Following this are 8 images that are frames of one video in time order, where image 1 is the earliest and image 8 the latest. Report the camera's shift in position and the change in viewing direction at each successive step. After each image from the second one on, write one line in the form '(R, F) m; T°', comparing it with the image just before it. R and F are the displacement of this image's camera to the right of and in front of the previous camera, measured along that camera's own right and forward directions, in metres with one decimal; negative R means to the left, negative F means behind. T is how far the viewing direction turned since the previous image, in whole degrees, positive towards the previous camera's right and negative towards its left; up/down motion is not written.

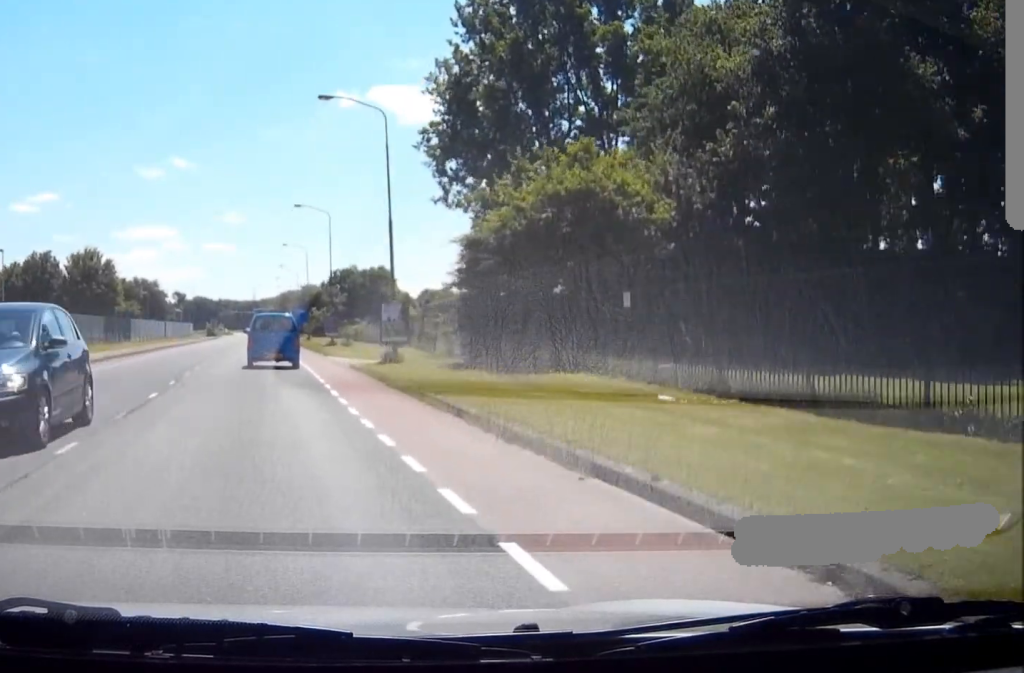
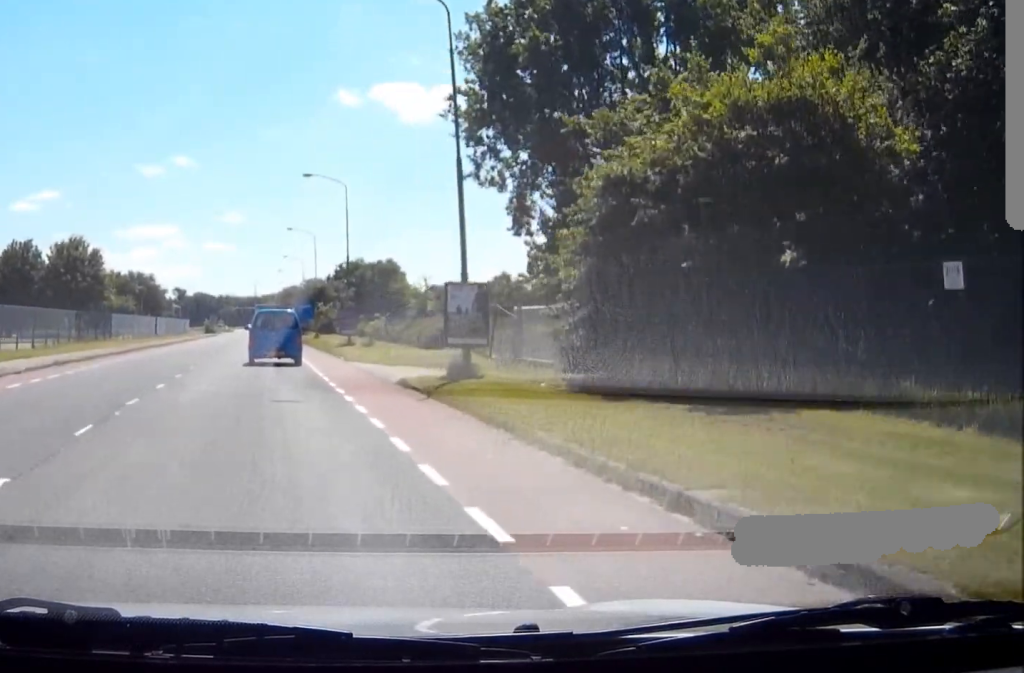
(0.0, +11.4) m; 0°
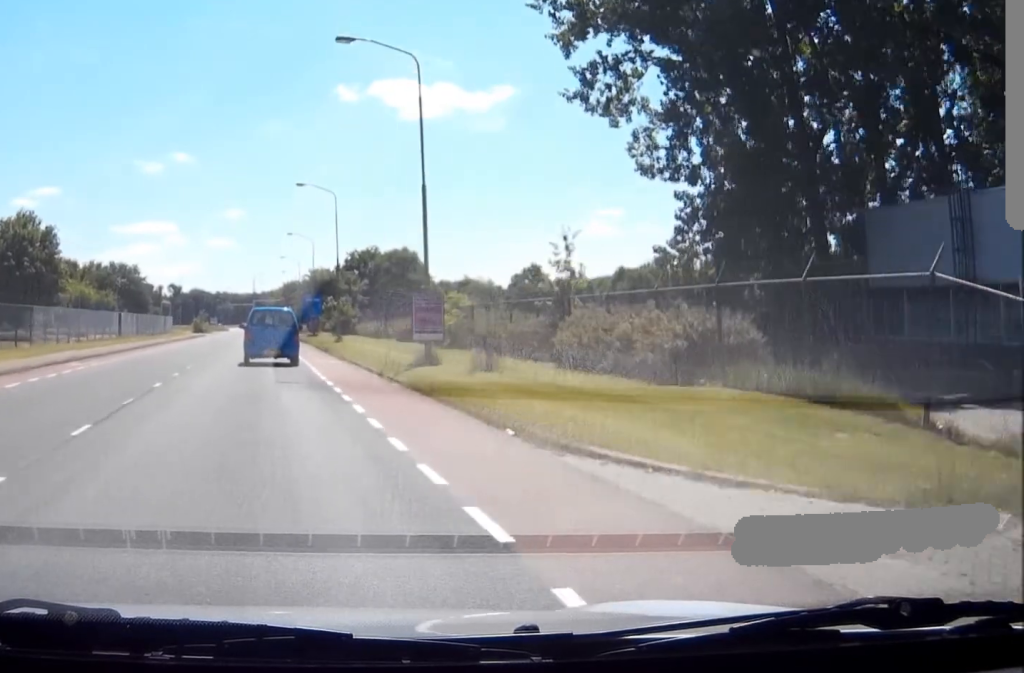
(+0.3, +24.9) m; +1°
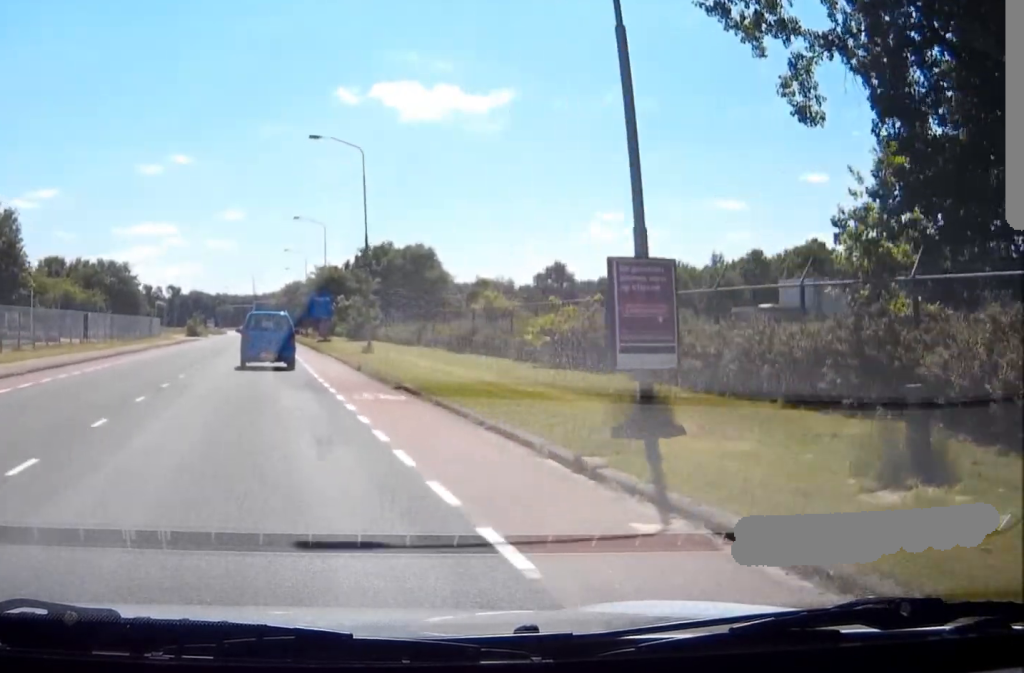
(0.0, +15.3) m; -1°
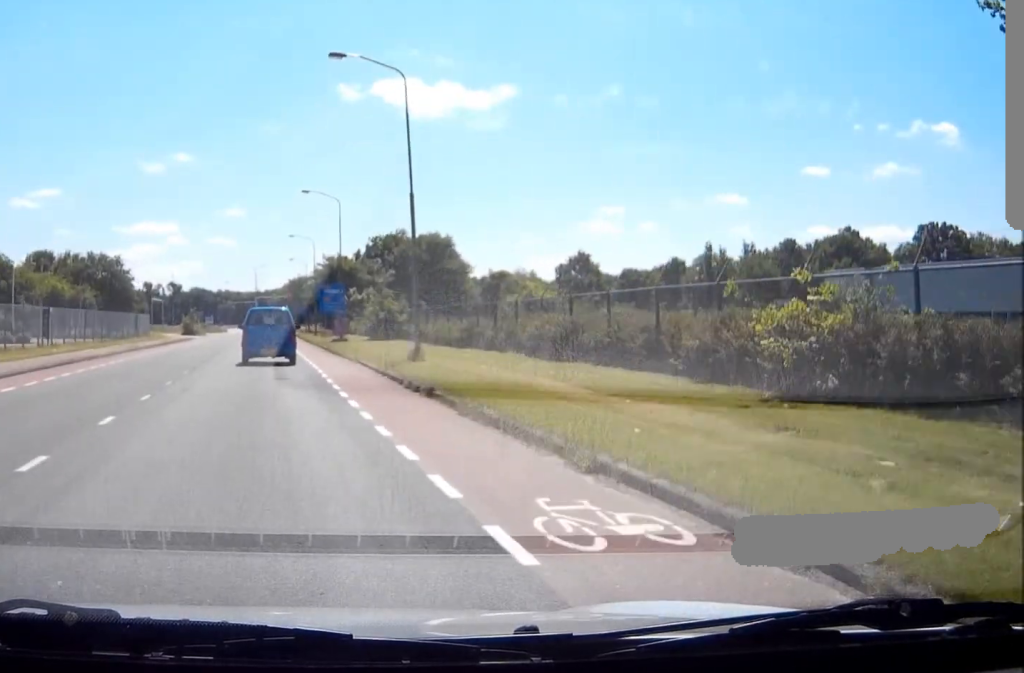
(-0.1, +12.3) m; -1°
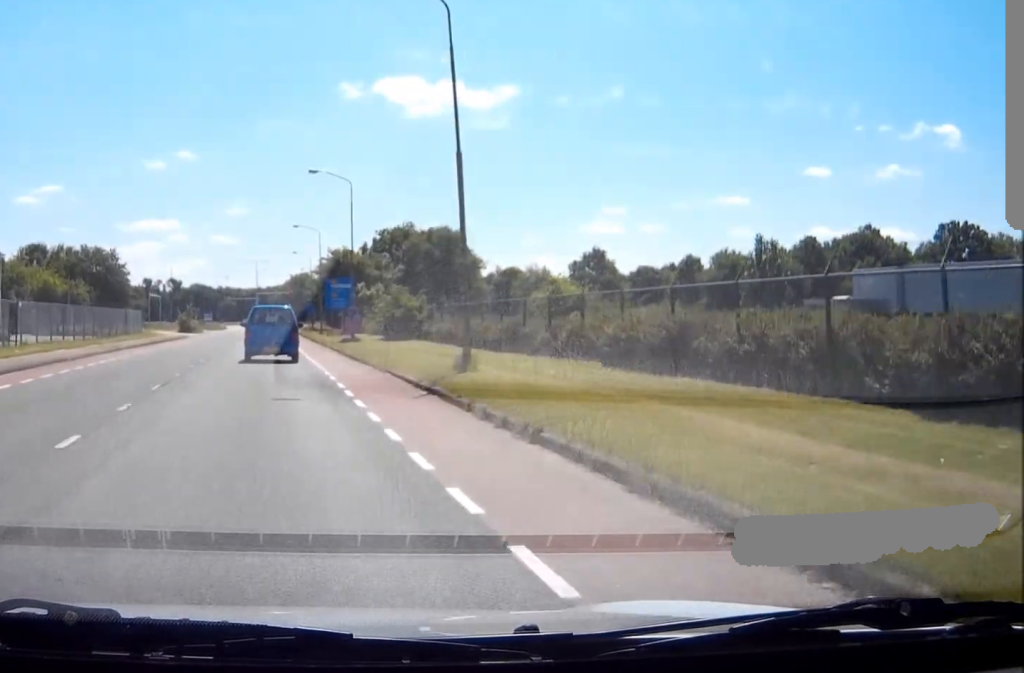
(0.0, +6.8) m; 0°
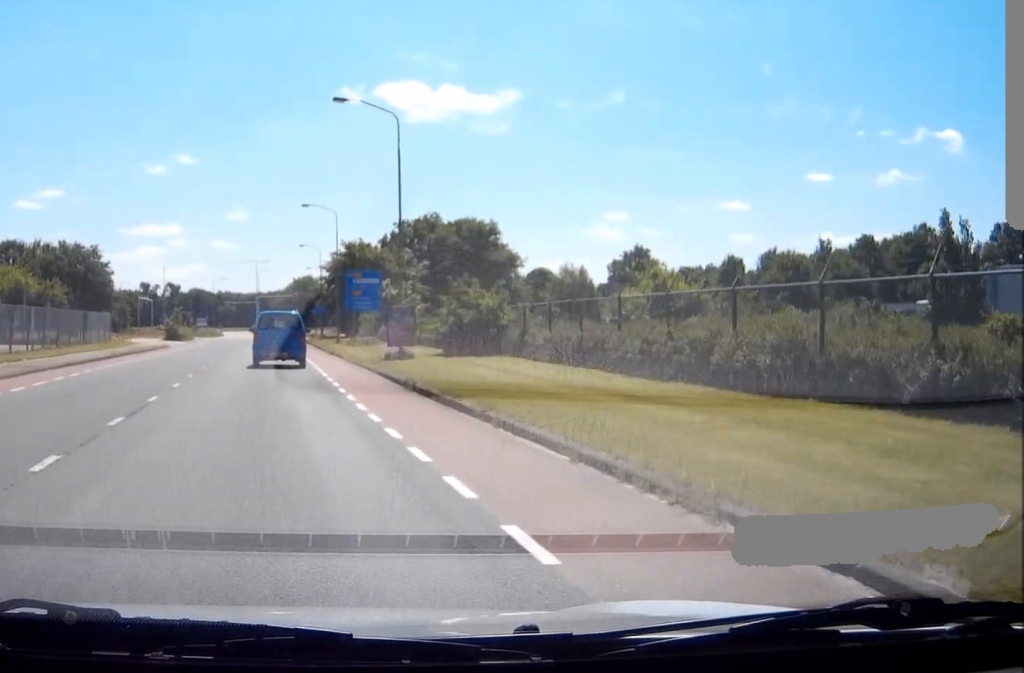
(0.0, +18.0) m; 0°
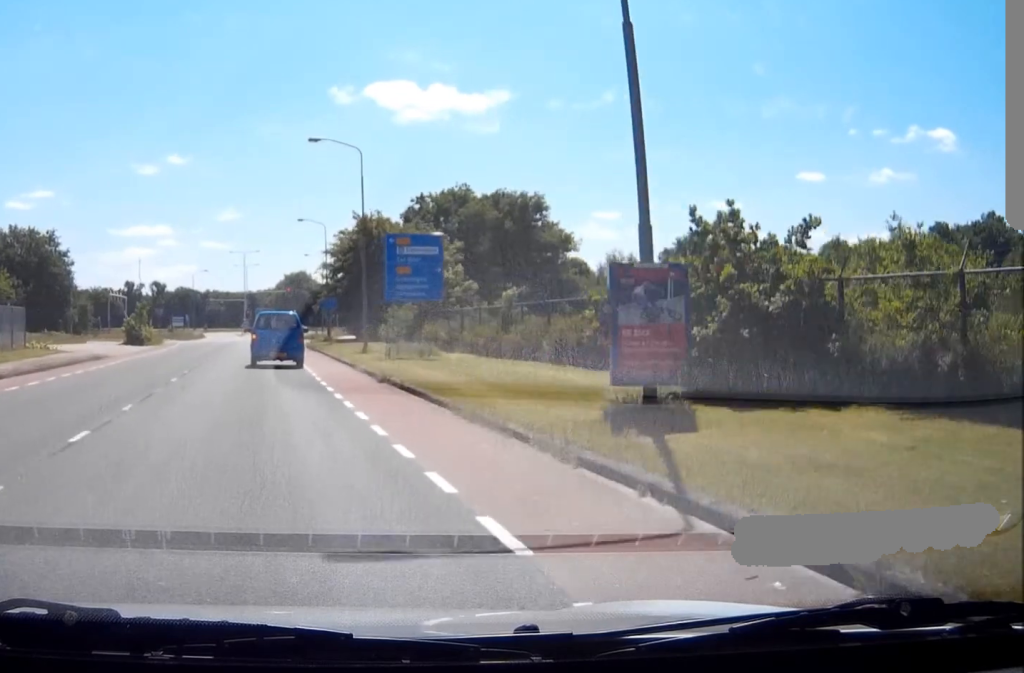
(0.0, +21.9) m; 0°
